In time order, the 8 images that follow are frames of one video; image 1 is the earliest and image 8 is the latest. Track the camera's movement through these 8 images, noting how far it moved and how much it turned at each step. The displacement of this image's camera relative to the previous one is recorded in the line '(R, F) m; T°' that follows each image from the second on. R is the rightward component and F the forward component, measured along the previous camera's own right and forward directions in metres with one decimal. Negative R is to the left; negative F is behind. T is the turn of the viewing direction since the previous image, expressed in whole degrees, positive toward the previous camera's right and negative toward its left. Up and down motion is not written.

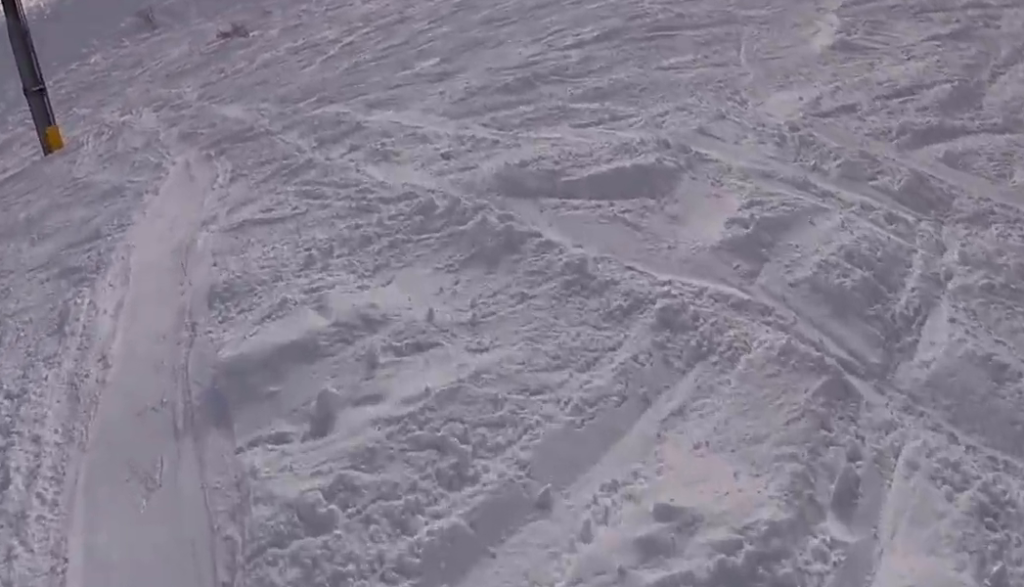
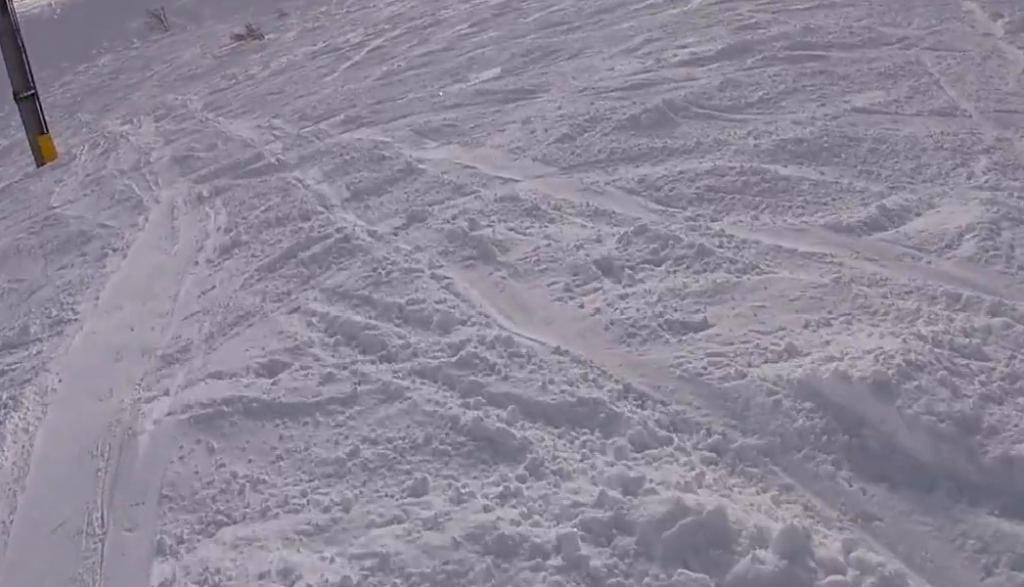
(+0.1, +4.3) m; -7°
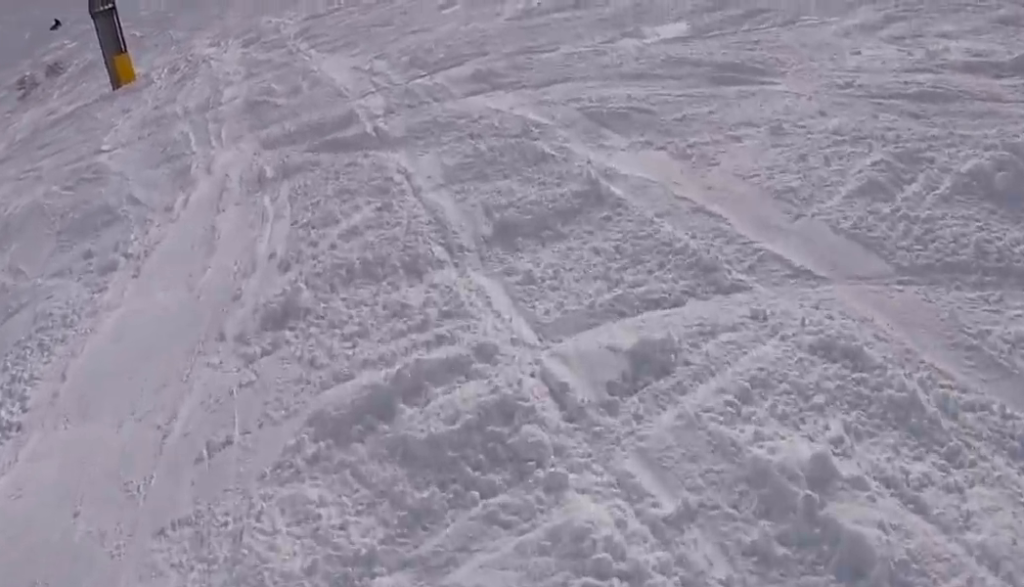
(-1.0, +4.2) m; -8°
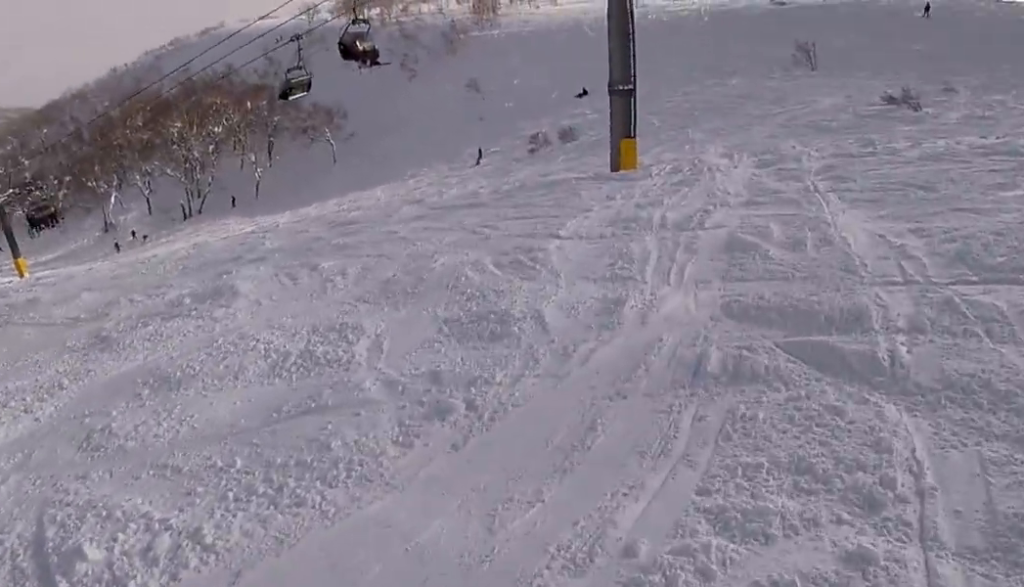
(+0.3, +2.8) m; +5°
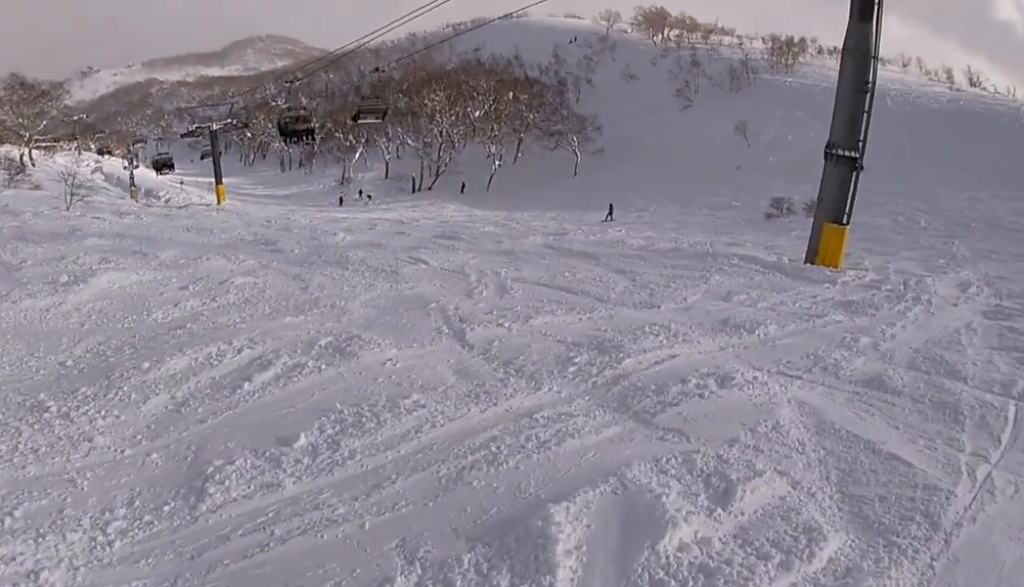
(-0.9, +8.0) m; -11°
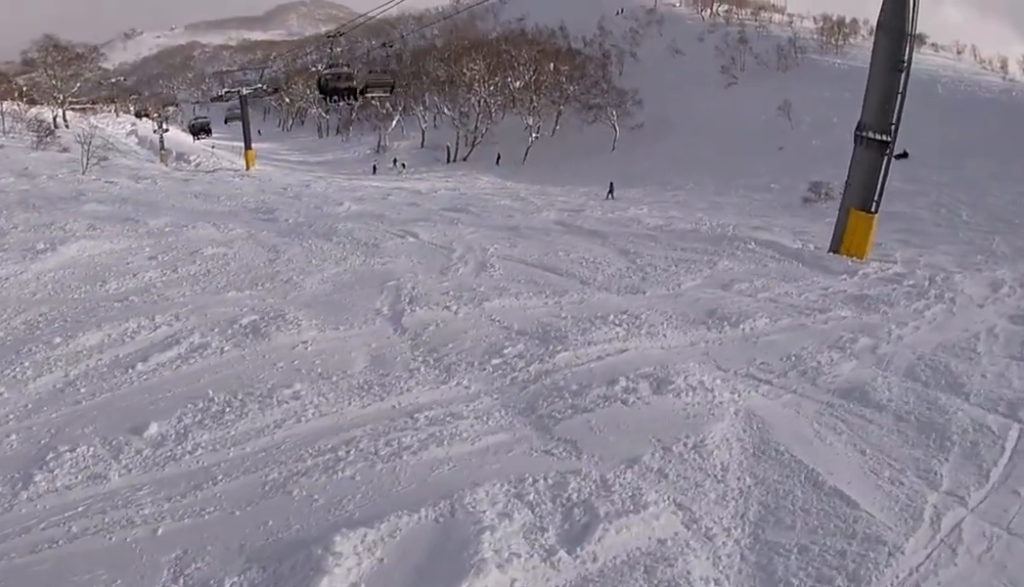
(+0.1, +1.6) m; -1°
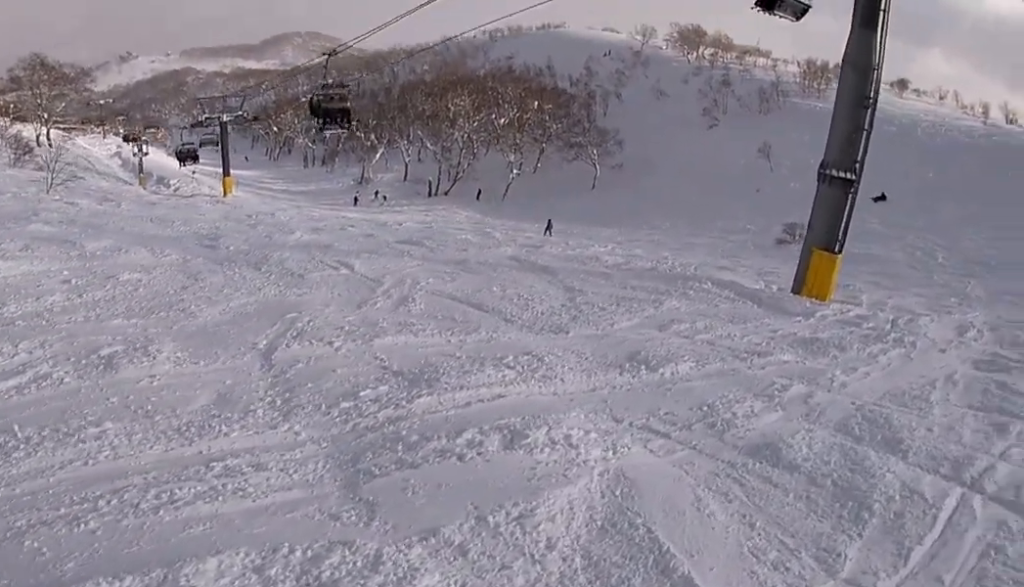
(+0.5, +1.7) m; 0°
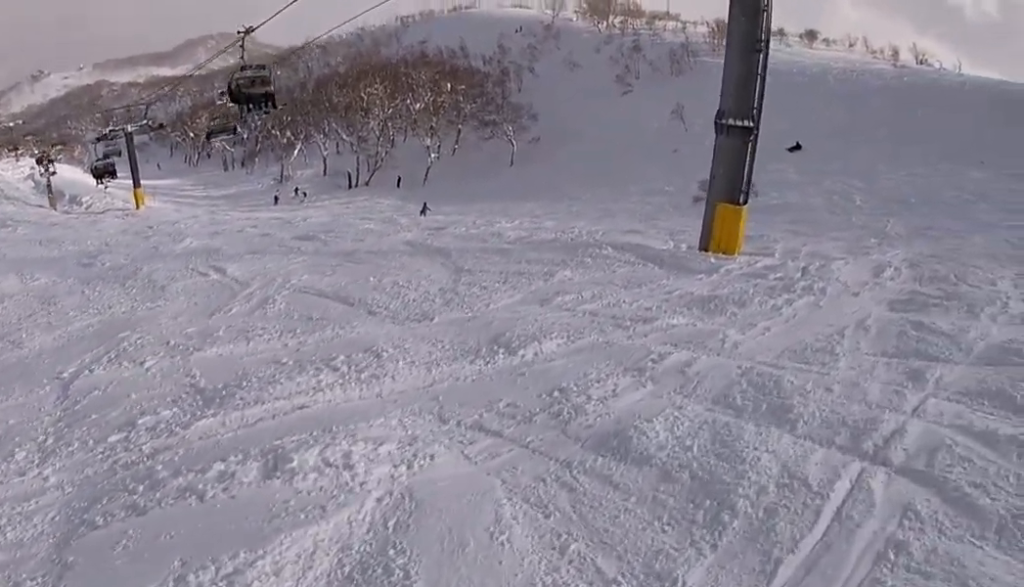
(-0.3, +1.8) m; +7°
